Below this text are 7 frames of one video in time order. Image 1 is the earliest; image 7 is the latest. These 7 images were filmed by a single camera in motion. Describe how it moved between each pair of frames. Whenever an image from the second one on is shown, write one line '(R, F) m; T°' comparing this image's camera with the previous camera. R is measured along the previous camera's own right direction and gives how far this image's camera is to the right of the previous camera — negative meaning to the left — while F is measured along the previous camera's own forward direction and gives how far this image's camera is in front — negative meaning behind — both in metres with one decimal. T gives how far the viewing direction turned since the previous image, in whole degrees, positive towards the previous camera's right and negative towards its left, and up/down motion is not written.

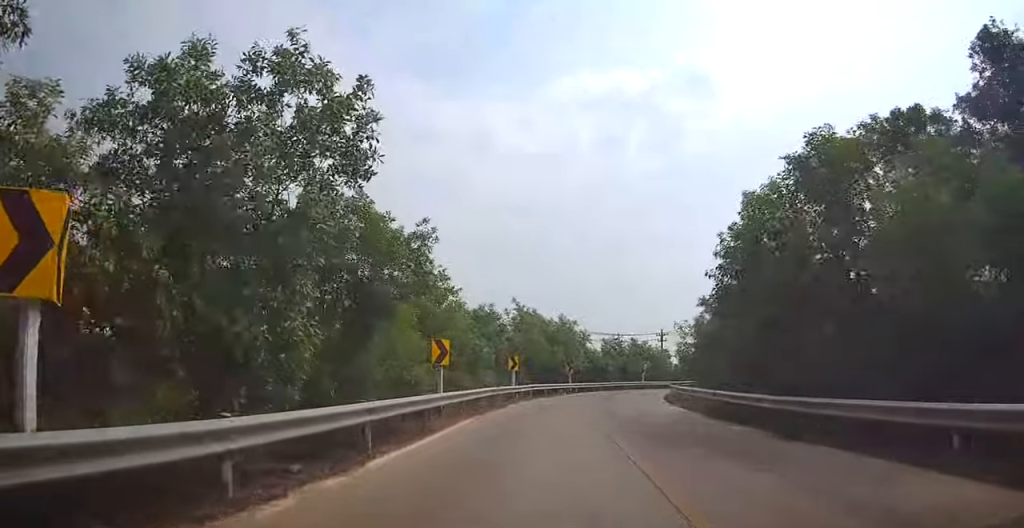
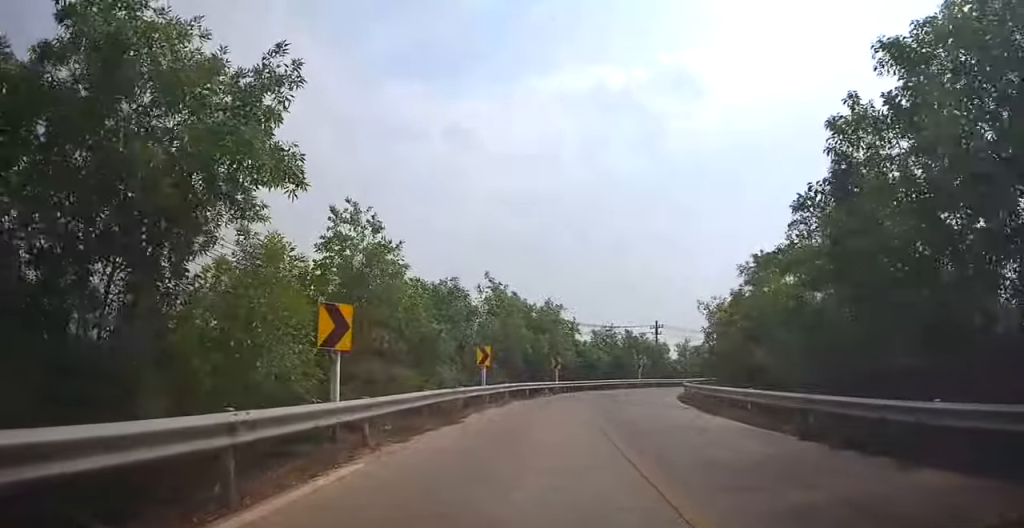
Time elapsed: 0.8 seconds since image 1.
(-0.4, +7.4) m; -1°
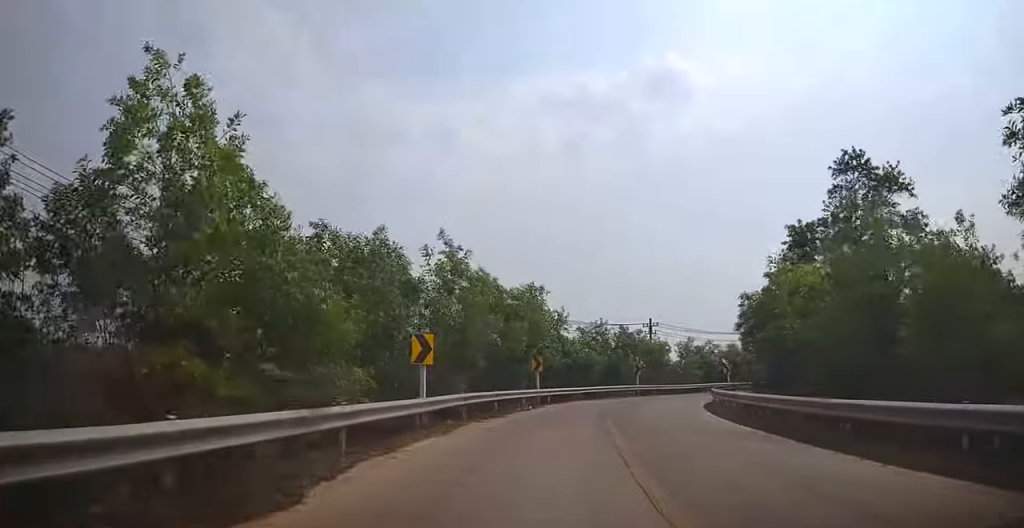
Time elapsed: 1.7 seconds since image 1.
(0.0, +8.6) m; +1°
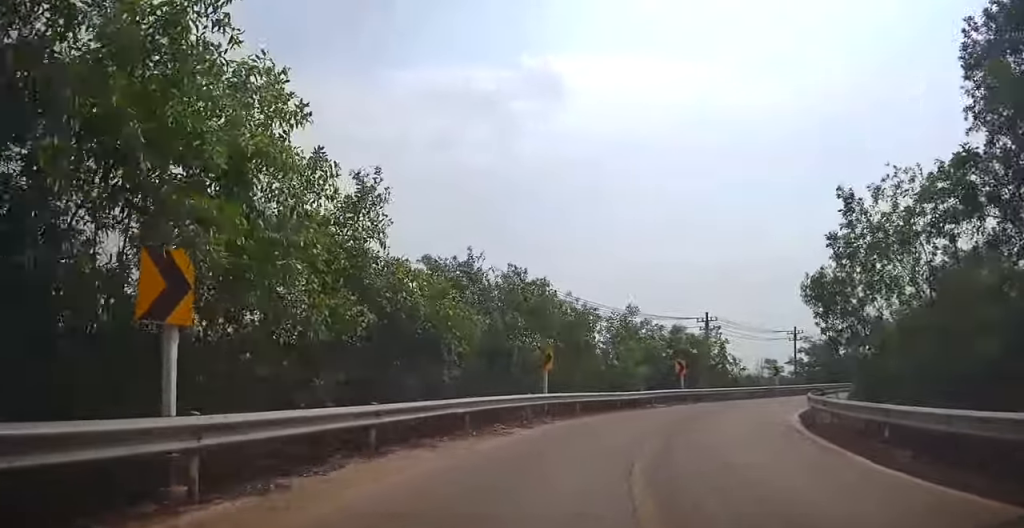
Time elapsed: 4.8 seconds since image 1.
(+4.1, +24.8) m; +17°
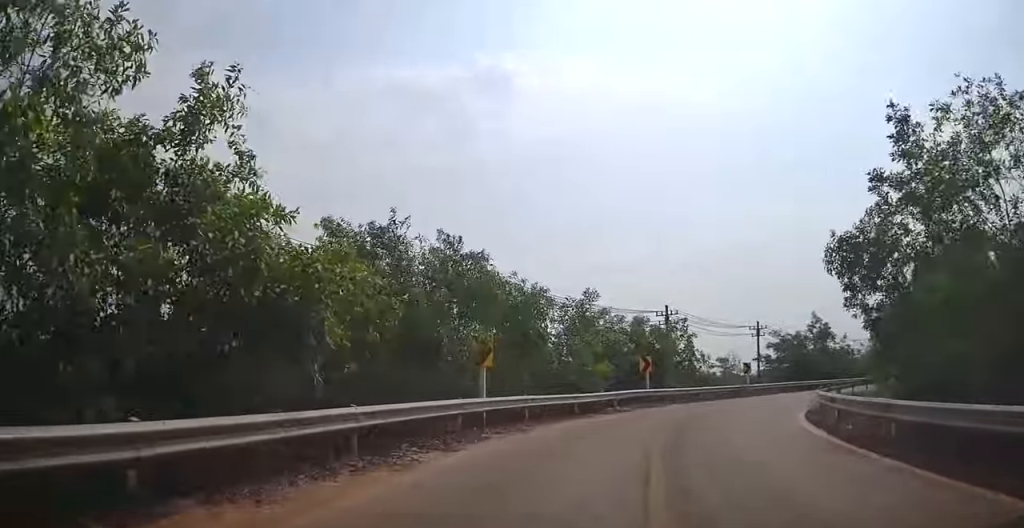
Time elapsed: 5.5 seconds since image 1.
(0.0, +5.3) m; +1°
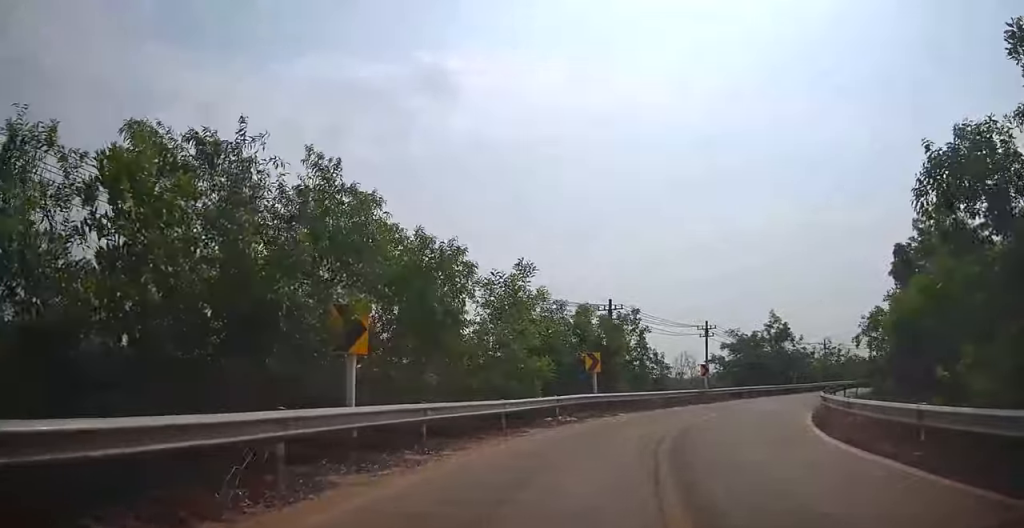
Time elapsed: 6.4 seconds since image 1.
(-0.1, +6.2) m; +6°
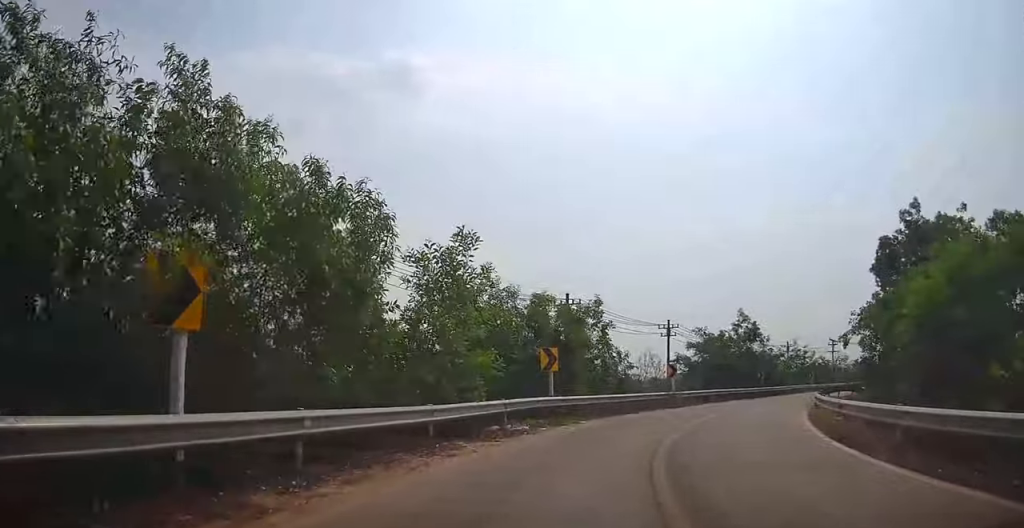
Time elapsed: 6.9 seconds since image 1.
(+0.2, +3.7) m; +7°
